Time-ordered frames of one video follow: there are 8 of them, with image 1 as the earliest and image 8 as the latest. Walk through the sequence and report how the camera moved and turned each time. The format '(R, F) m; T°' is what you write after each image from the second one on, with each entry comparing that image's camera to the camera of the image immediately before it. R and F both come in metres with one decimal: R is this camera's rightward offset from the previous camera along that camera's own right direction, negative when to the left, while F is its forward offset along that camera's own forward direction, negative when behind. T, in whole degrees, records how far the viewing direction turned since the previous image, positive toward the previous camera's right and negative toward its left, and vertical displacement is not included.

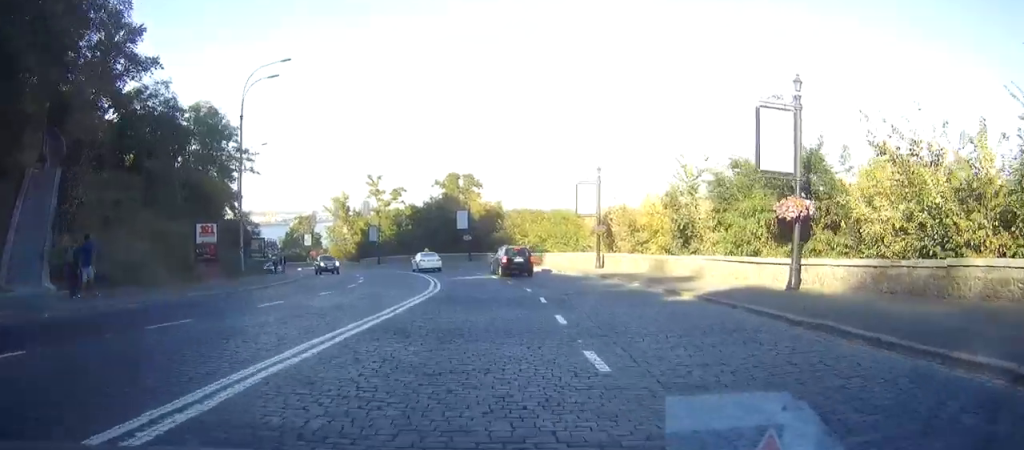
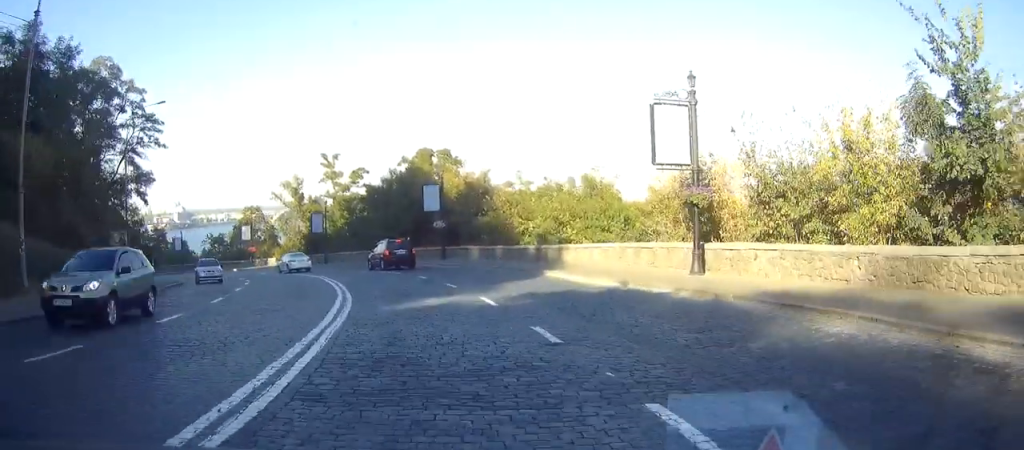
(+0.2, +22.3) m; -3°
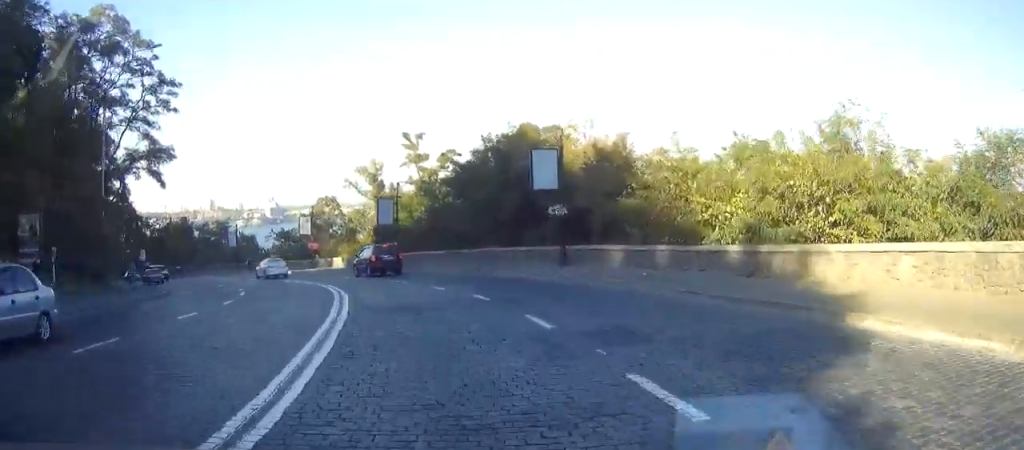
(-1.1, +16.8) m; -8°
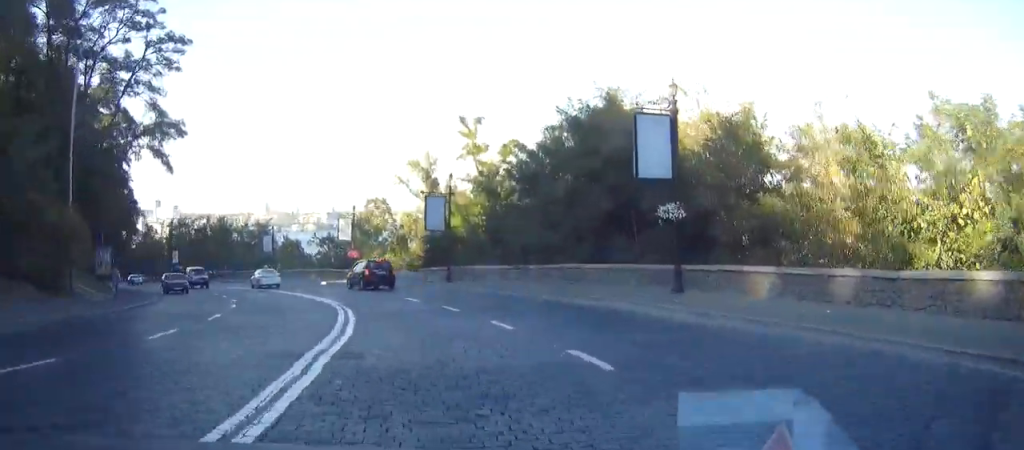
(-0.3, +9.1) m; -5°
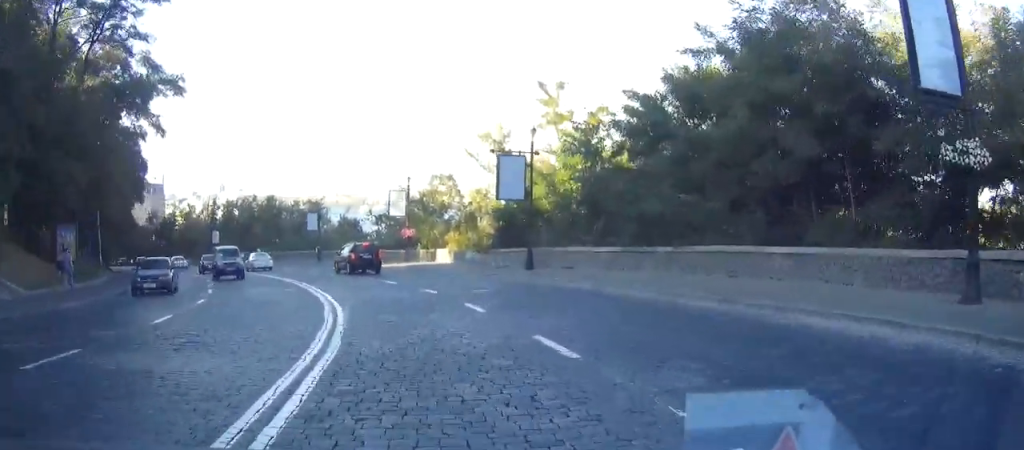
(-0.6, +11.7) m; -7°
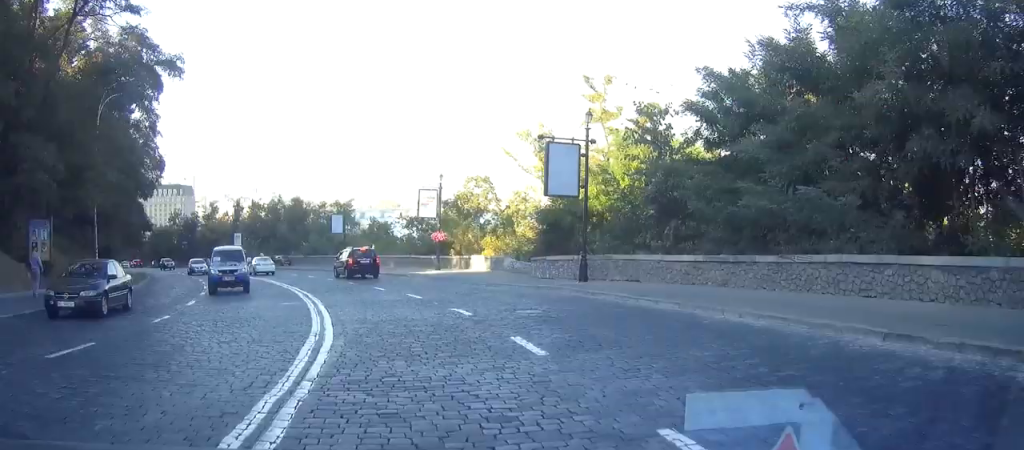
(-0.3, +5.2) m; -3°
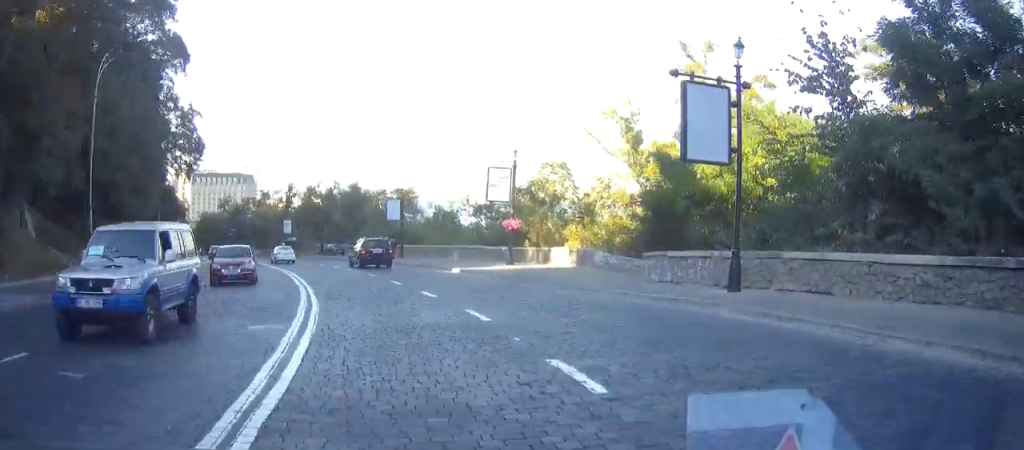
(-0.3, +8.7) m; -5°
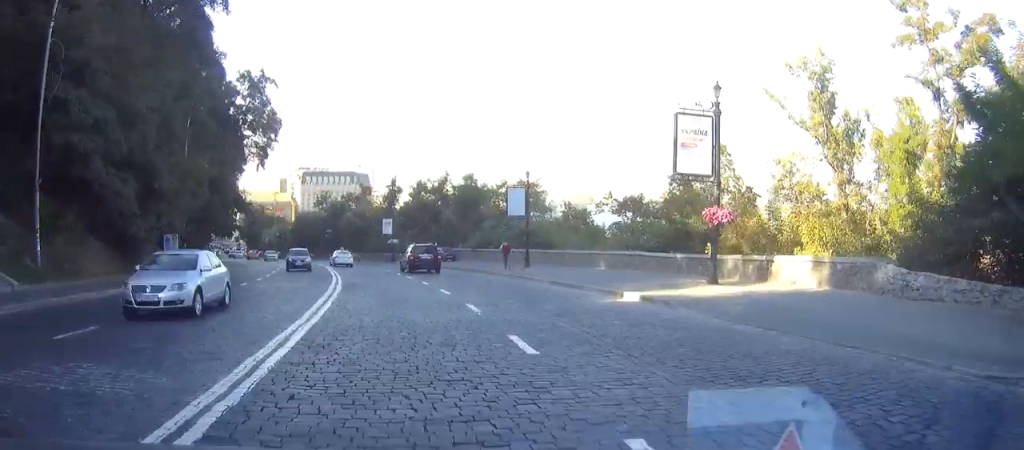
(-1.4, +15.3) m; -8°
